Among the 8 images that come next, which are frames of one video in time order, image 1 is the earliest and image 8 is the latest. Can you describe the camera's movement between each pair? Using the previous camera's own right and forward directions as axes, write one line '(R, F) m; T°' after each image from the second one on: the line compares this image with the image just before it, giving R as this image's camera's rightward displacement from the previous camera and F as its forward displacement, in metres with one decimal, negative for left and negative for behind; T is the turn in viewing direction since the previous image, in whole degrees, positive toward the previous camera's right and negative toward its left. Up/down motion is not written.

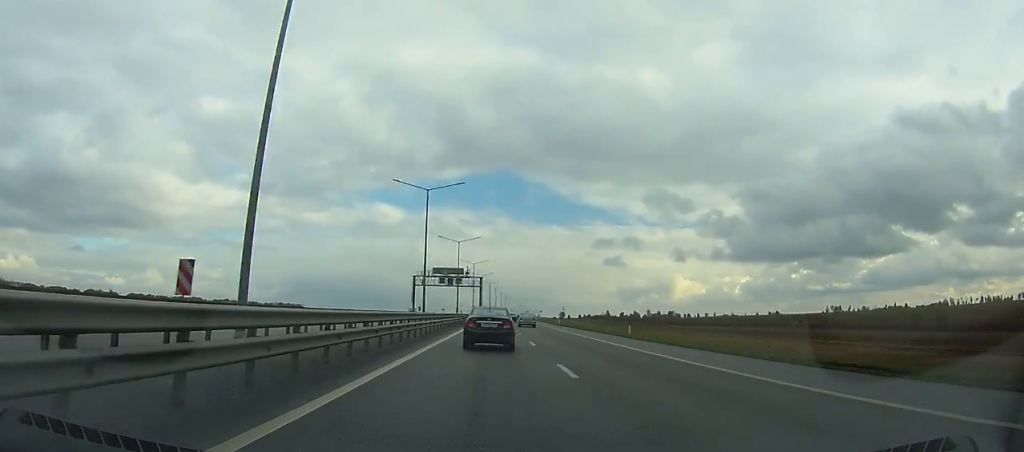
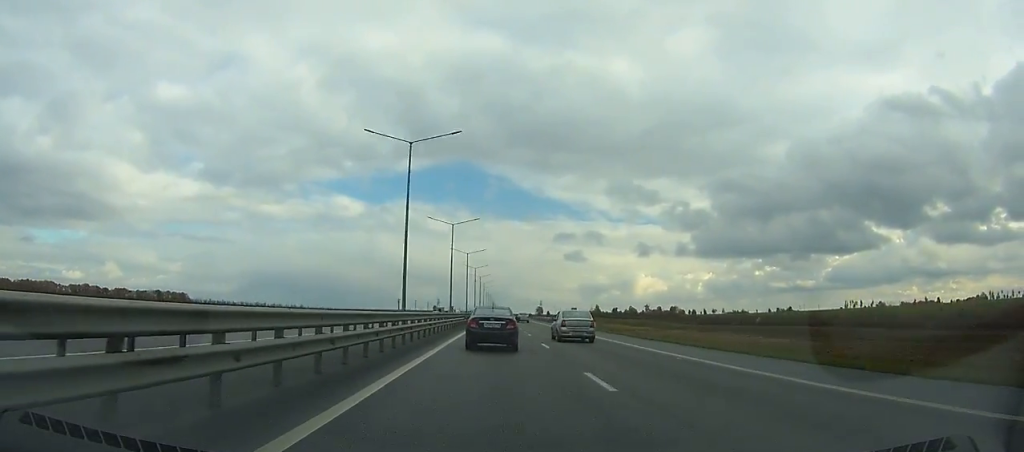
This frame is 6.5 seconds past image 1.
(+6.8, +203.3) m; +4°
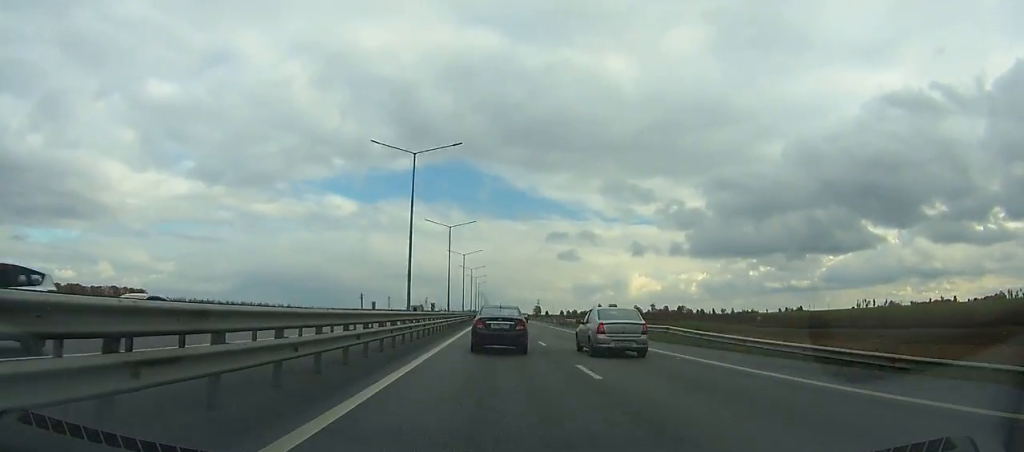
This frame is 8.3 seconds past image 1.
(+0.6, +56.7) m; +1°
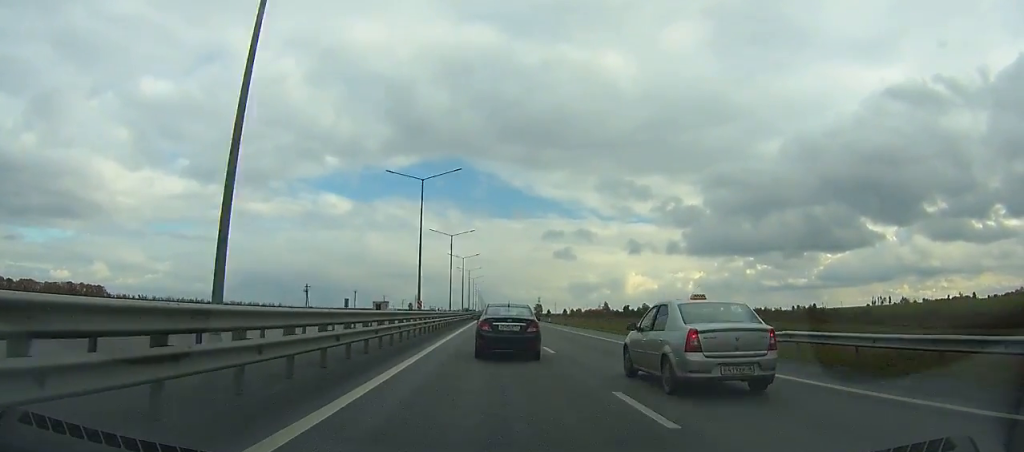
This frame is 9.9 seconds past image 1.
(+0.3, +50.3) m; 0°
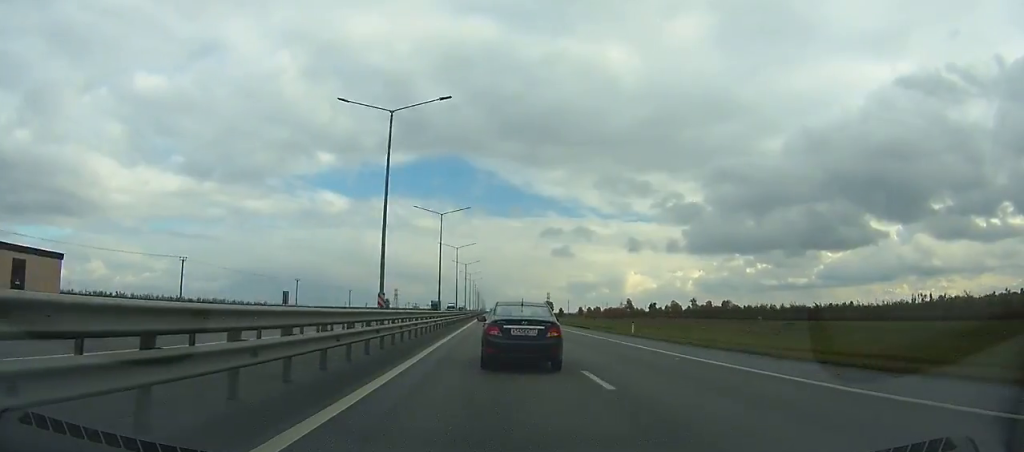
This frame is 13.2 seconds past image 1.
(+0.5, +103.0) m; 0°
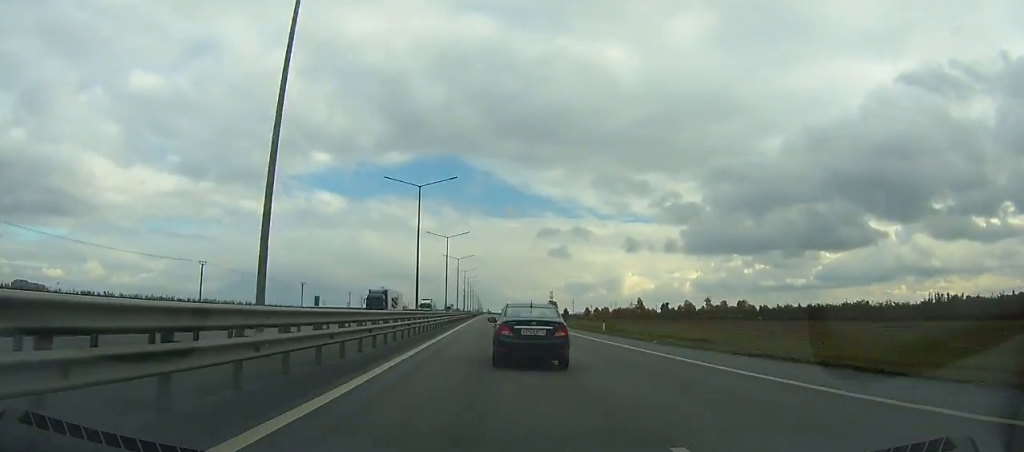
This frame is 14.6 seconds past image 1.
(-0.3, +43.4) m; 0°
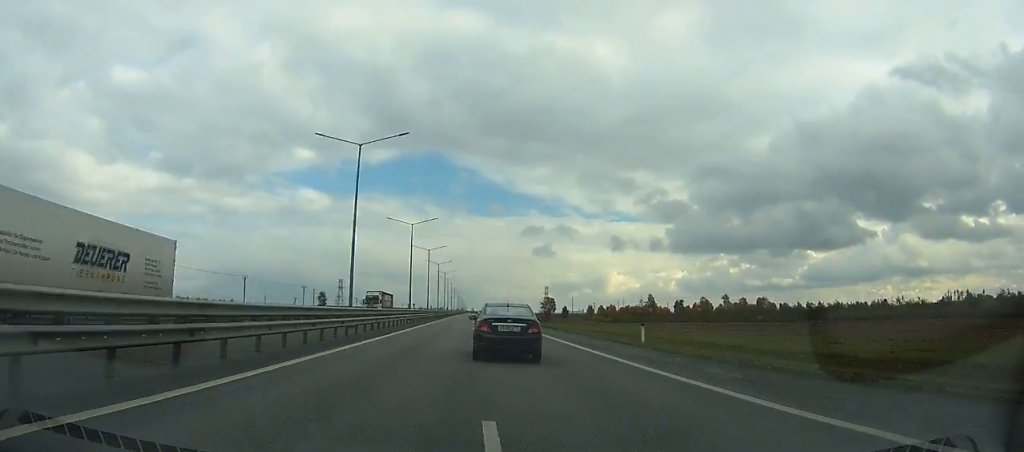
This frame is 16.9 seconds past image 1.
(+0.7, +70.5) m; 0°
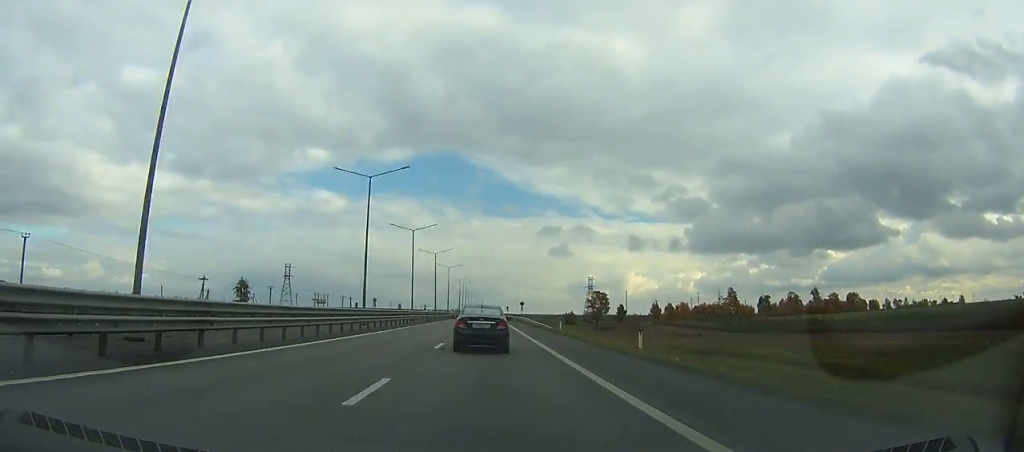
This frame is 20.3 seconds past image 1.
(+0.3, +103.0) m; 0°
